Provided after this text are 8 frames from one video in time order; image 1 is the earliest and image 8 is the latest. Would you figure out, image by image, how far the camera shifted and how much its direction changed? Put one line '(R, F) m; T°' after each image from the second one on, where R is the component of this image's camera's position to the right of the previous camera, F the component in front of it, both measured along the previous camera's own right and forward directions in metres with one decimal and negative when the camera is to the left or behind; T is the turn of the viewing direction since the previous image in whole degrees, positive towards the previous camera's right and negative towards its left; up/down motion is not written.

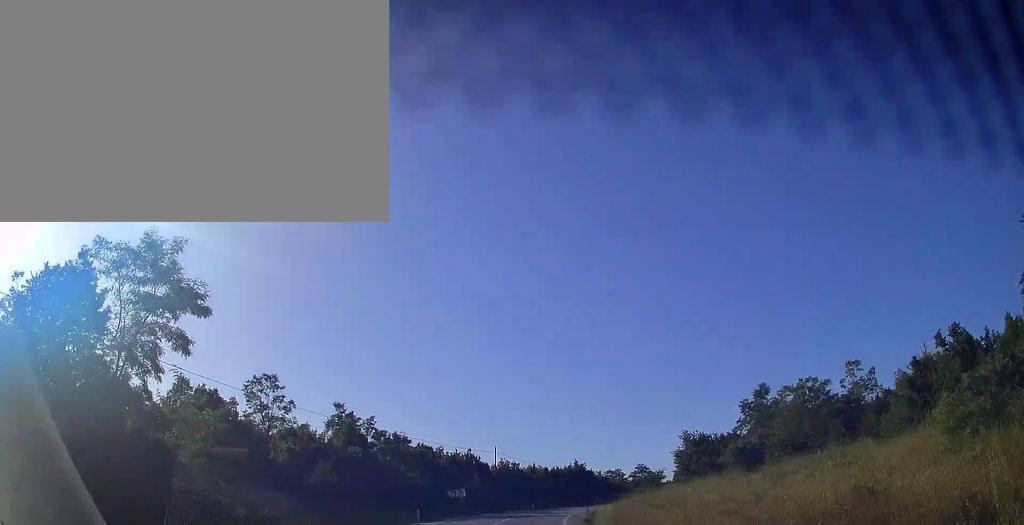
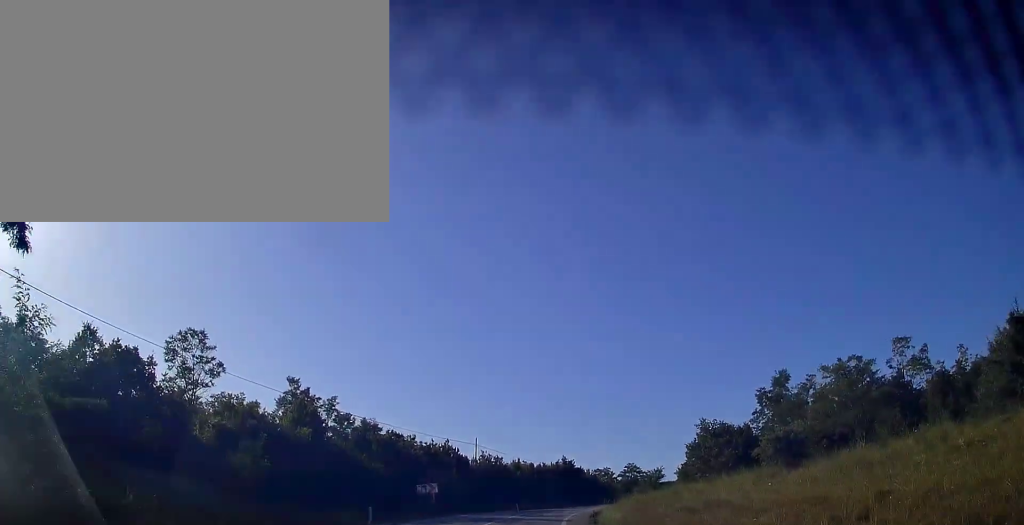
(+0.1, +7.7) m; +2°
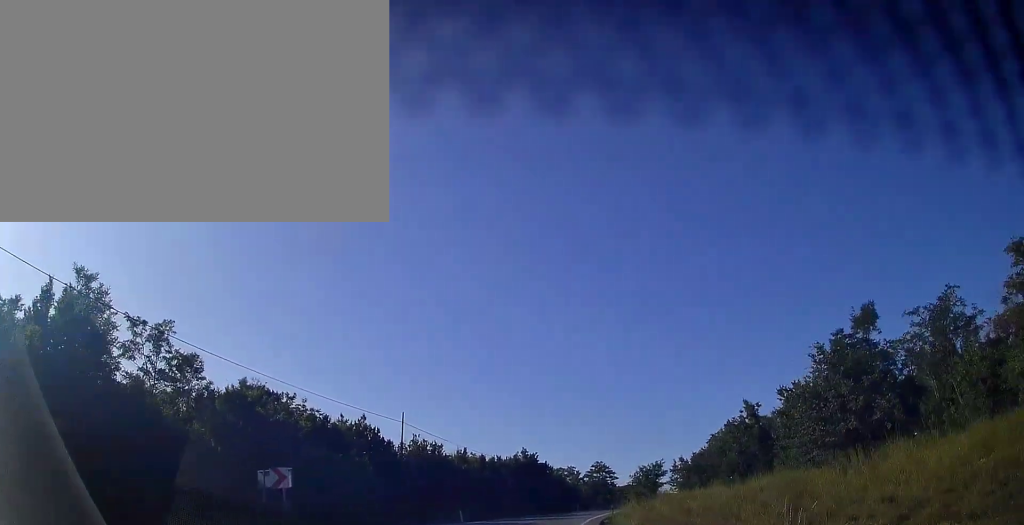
(+1.0, +19.7) m; +5°
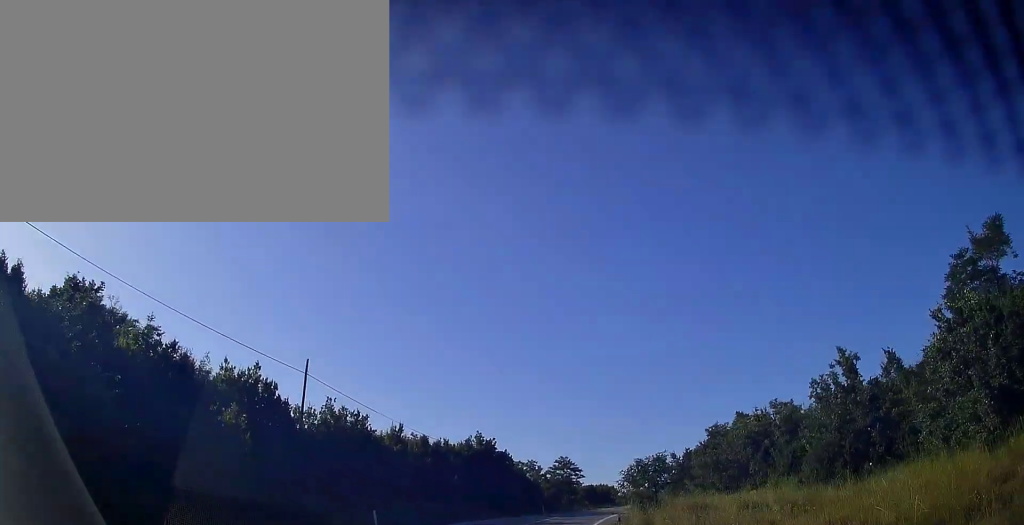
(+0.5, +13.8) m; +4°
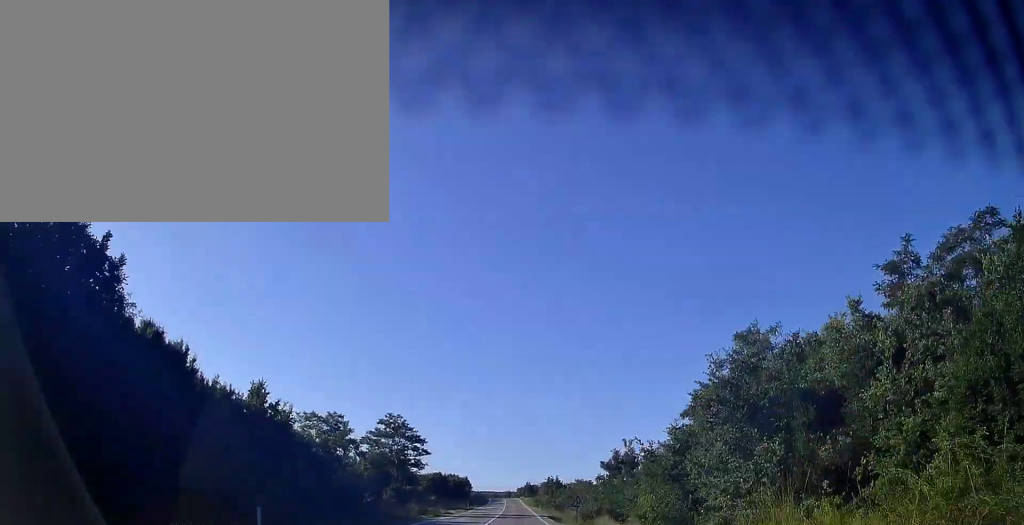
(+5.0, +41.4) m; +14°
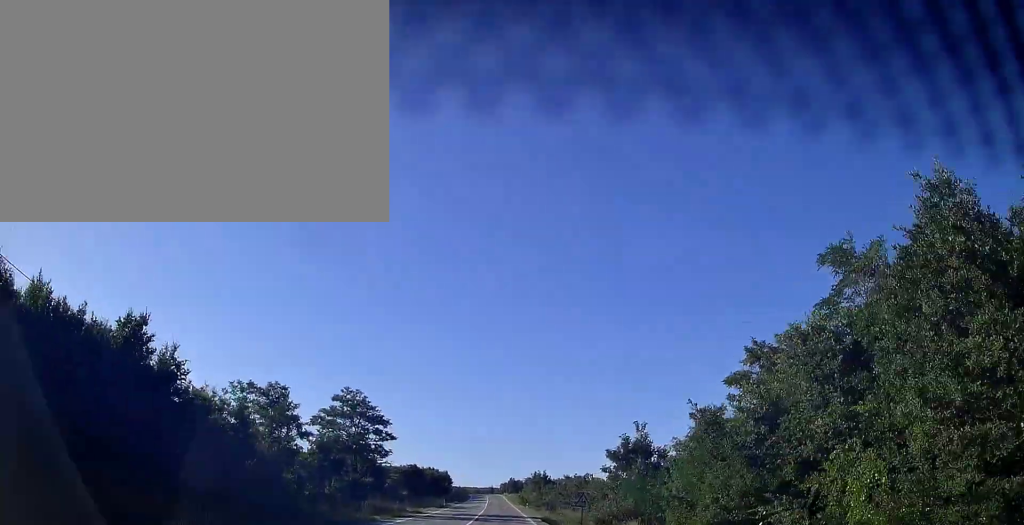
(+0.3, +10.0) m; +2°
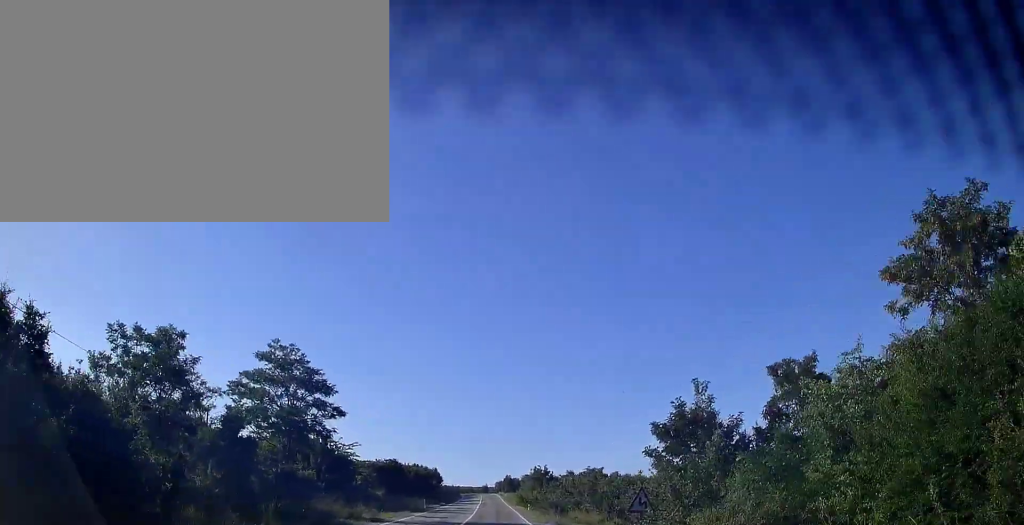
(+0.2, +13.2) m; +2°
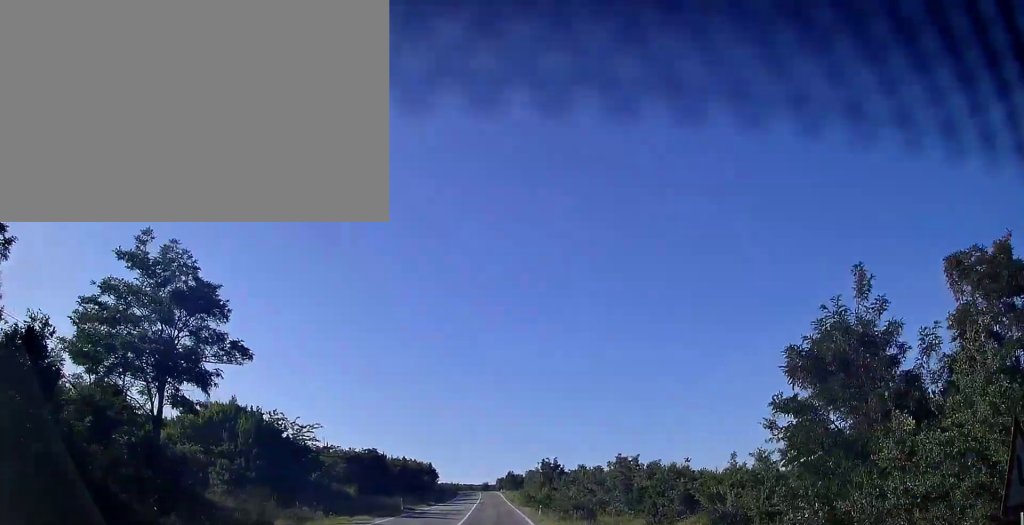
(+0.2, +12.9) m; +1°
